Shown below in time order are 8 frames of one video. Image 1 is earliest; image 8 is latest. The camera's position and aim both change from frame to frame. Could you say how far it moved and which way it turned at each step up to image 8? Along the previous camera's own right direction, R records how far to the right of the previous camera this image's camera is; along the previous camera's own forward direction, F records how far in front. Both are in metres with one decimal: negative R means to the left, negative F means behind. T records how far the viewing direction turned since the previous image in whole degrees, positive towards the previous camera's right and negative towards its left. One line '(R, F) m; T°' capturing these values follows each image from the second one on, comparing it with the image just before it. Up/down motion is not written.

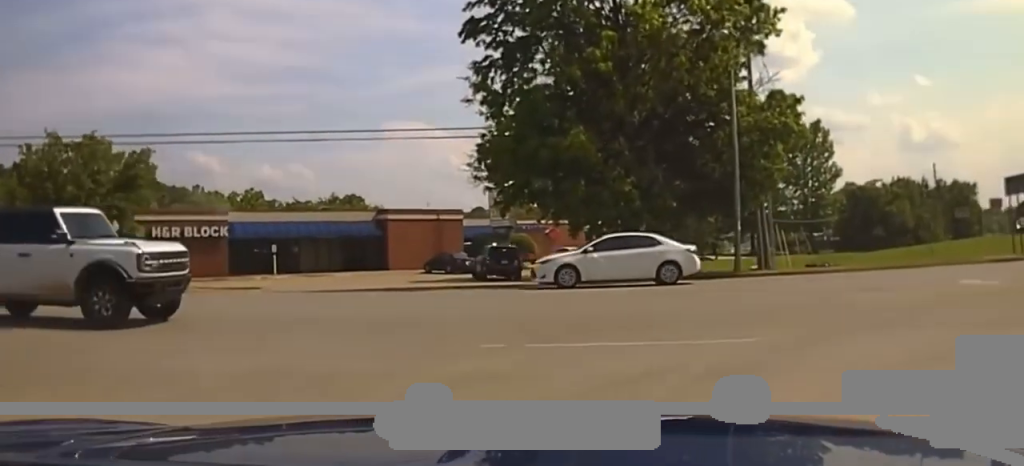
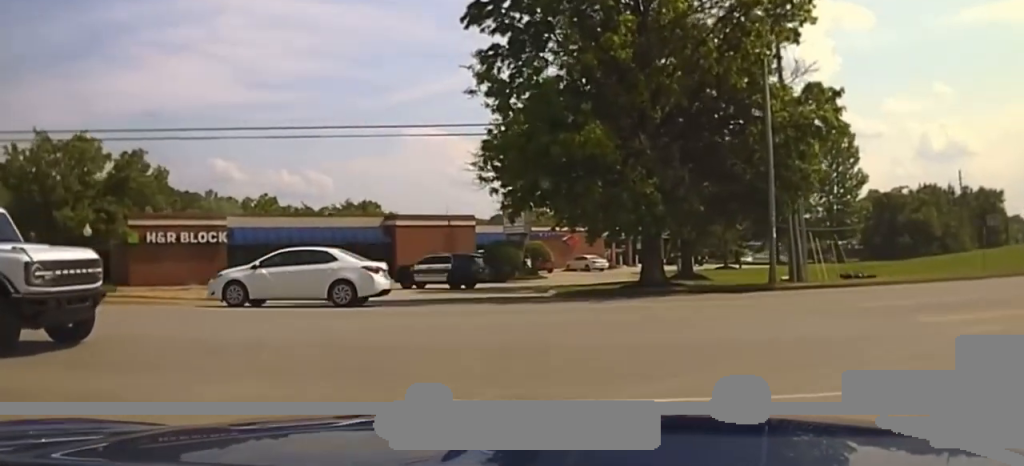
(-0.1, +3.0) m; -3°
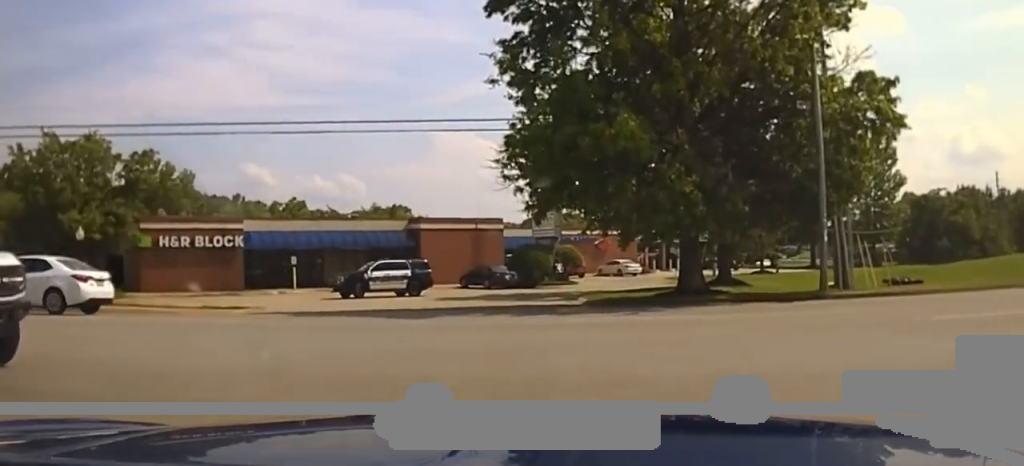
(0.0, +2.3) m; +1°
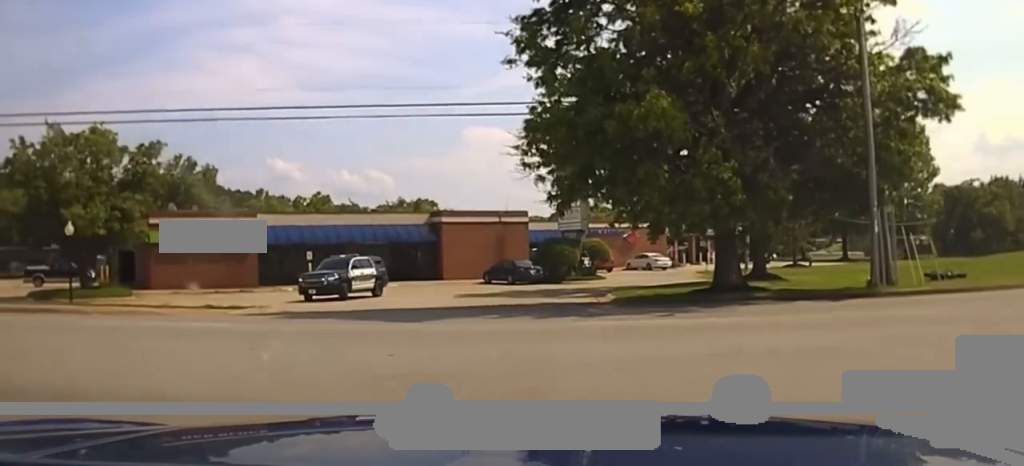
(0.0, +2.1) m; +2°
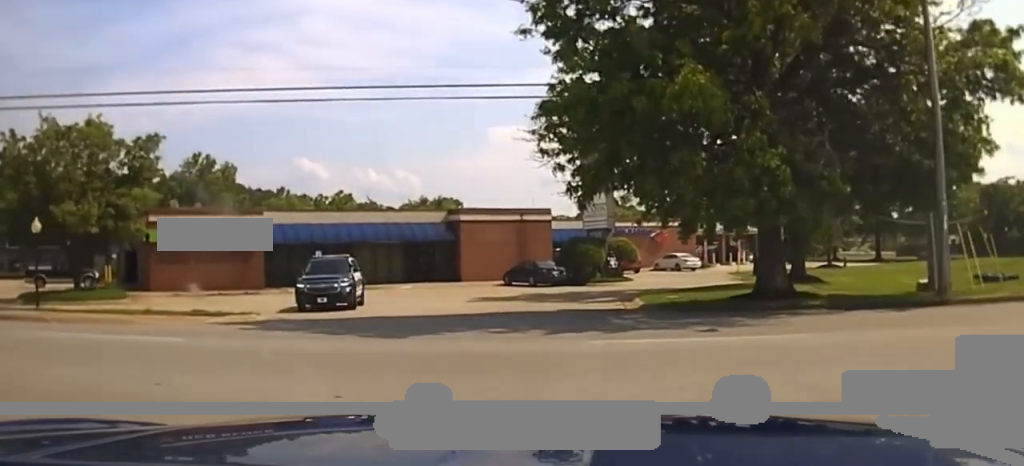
(+0.1, +2.5) m; +1°
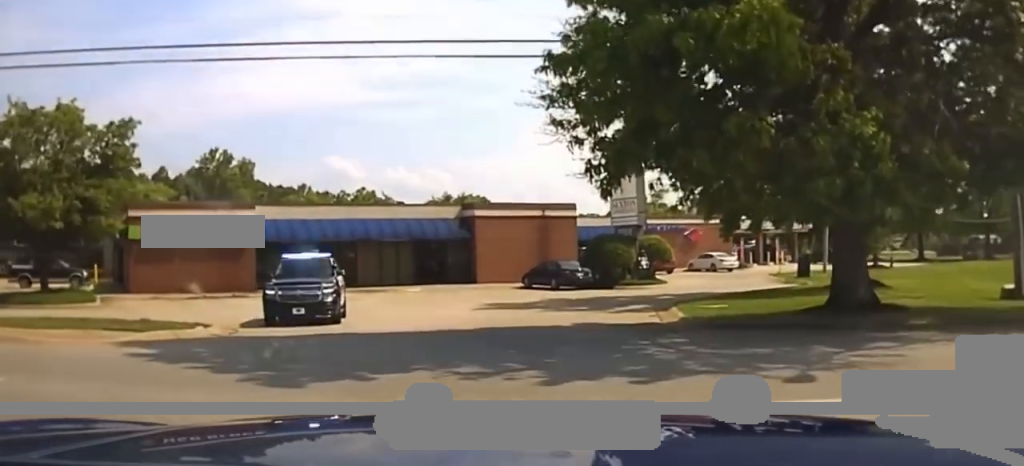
(0.0, +3.8) m; -2°
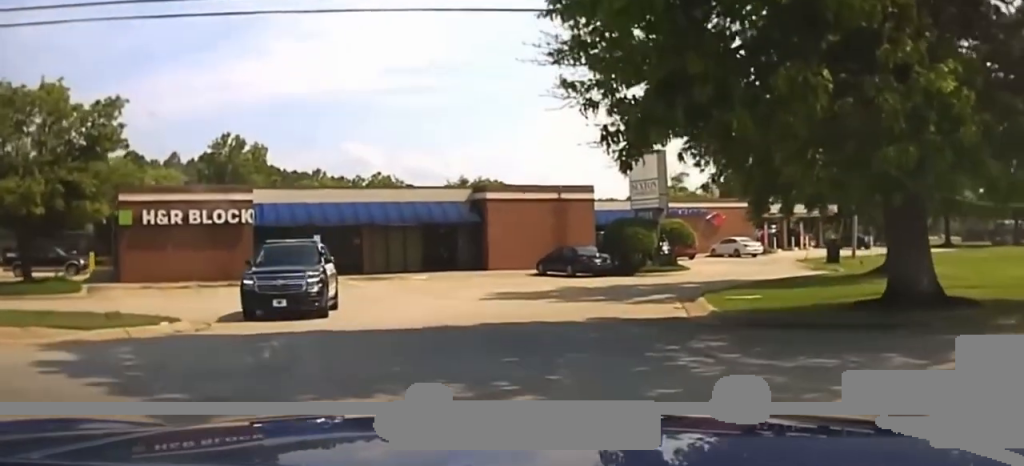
(0.0, +2.4) m; -2°
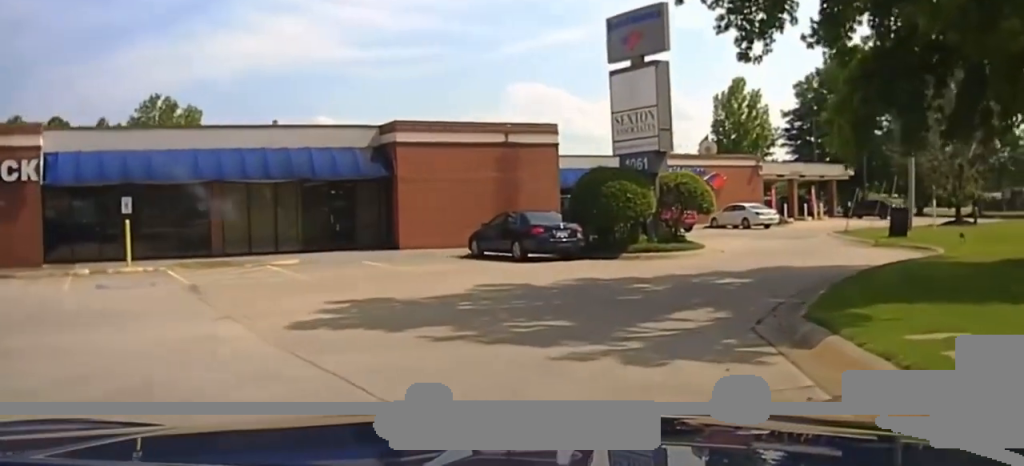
(-0.8, +15.8) m; -1°
